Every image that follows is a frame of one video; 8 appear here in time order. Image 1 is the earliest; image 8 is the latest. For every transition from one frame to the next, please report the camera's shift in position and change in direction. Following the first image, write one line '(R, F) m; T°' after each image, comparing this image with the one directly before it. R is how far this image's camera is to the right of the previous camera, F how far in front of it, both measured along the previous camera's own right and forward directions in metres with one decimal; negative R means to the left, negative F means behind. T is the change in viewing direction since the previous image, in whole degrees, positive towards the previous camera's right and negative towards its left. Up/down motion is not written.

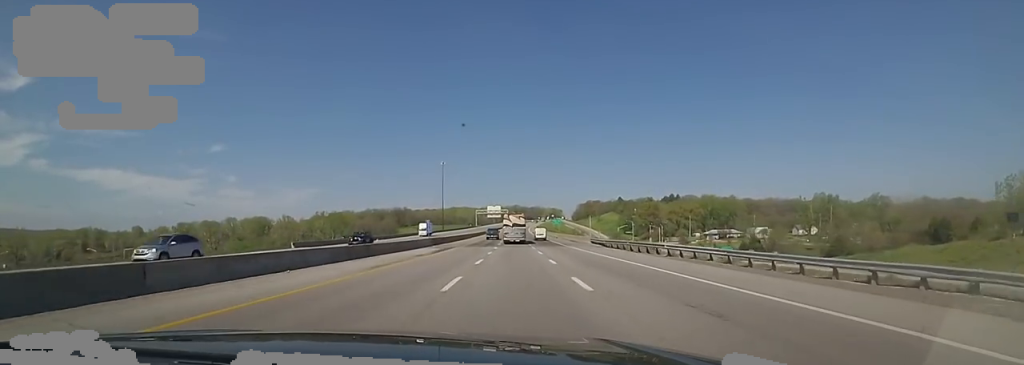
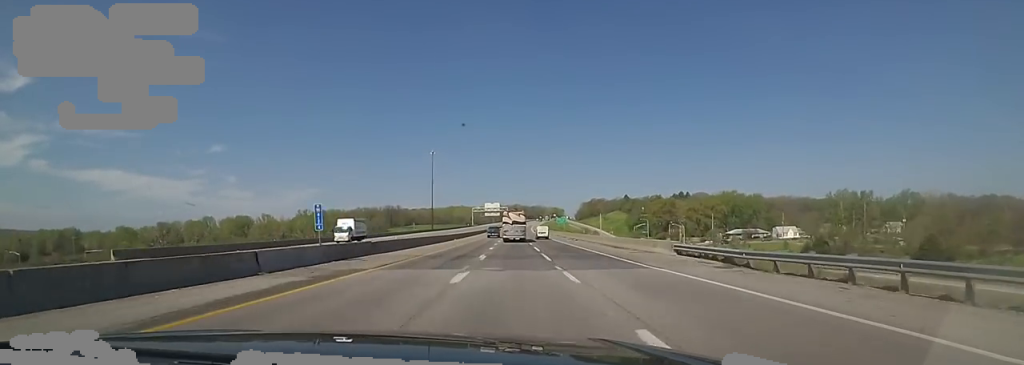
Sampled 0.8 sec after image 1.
(+1.2, +28.0) m; 0°
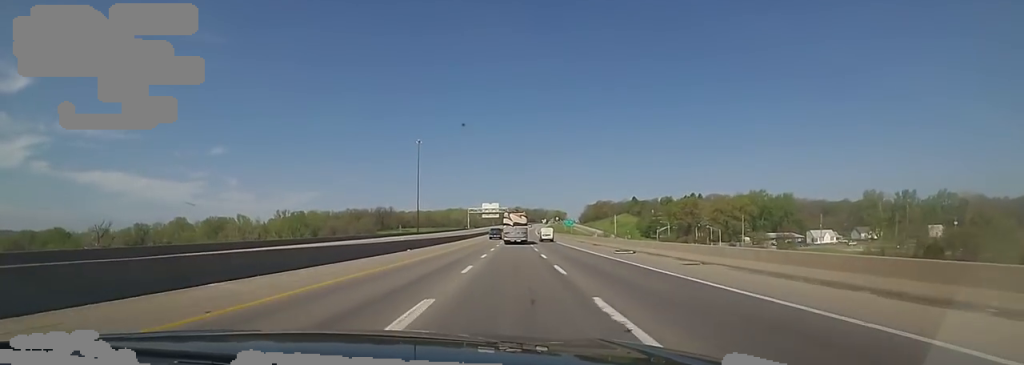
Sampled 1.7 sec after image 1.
(-1.3, +29.3) m; 0°
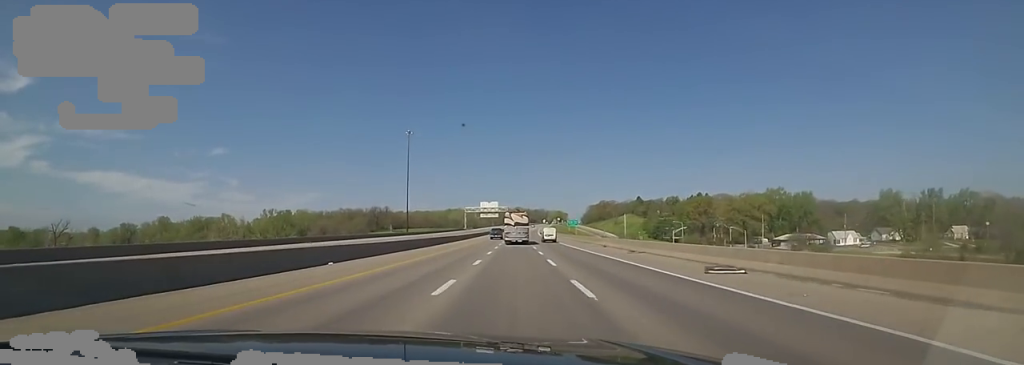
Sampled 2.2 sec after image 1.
(+0.3, +15.7) m; 0°
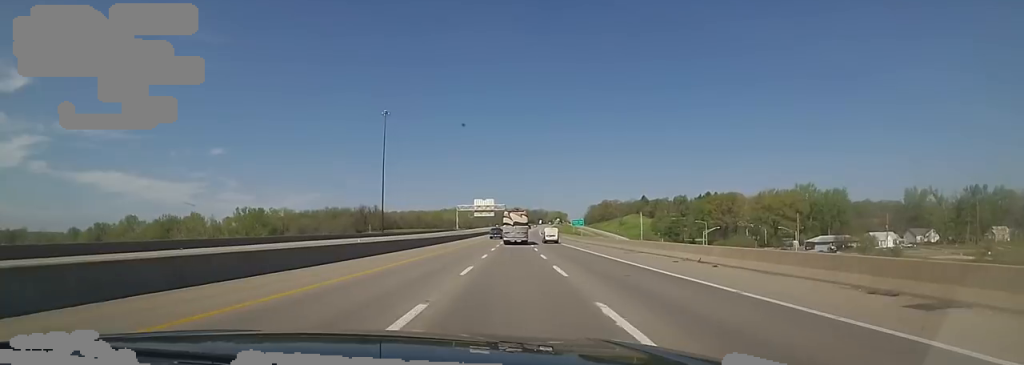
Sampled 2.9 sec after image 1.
(+0.9, +24.7) m; 0°
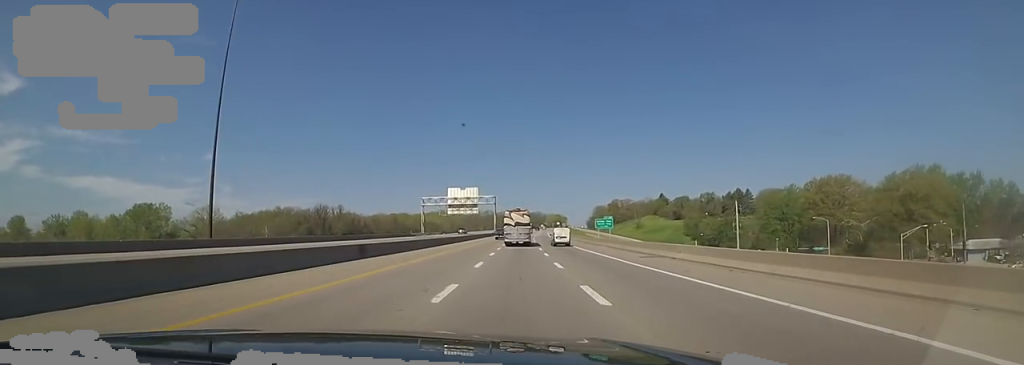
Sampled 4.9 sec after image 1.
(-3.0, +66.7) m; 0°
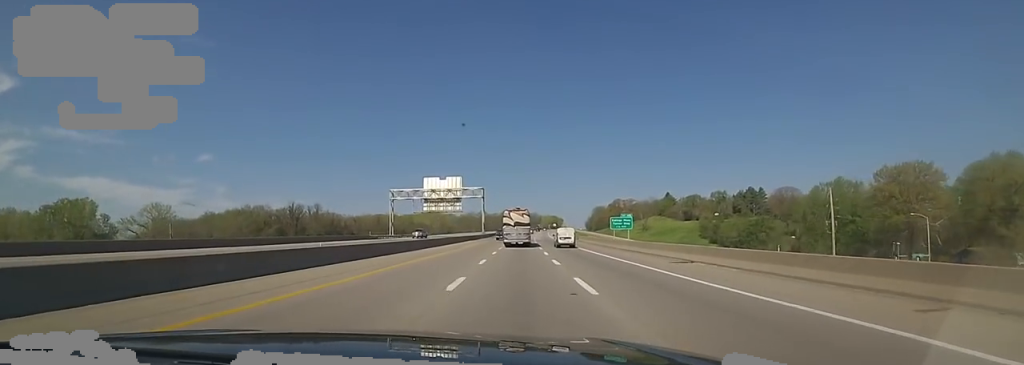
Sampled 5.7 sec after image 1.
(+1.3, +27.7) m; +2°
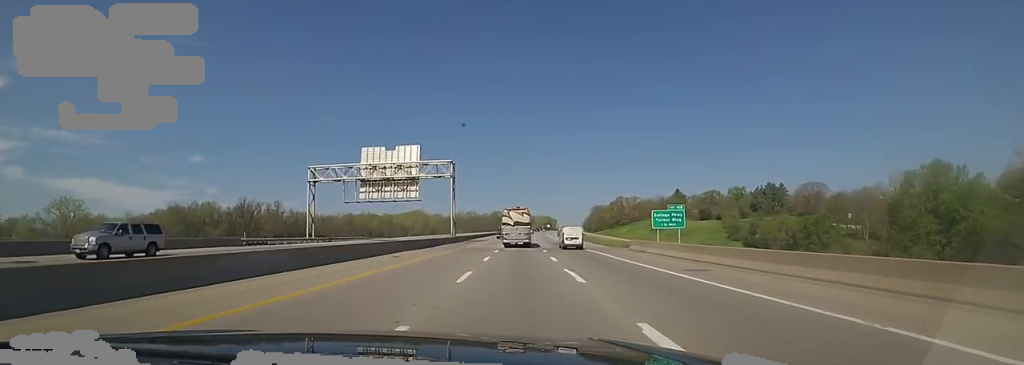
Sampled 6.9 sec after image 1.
(+0.2, +37.6) m; 0°
